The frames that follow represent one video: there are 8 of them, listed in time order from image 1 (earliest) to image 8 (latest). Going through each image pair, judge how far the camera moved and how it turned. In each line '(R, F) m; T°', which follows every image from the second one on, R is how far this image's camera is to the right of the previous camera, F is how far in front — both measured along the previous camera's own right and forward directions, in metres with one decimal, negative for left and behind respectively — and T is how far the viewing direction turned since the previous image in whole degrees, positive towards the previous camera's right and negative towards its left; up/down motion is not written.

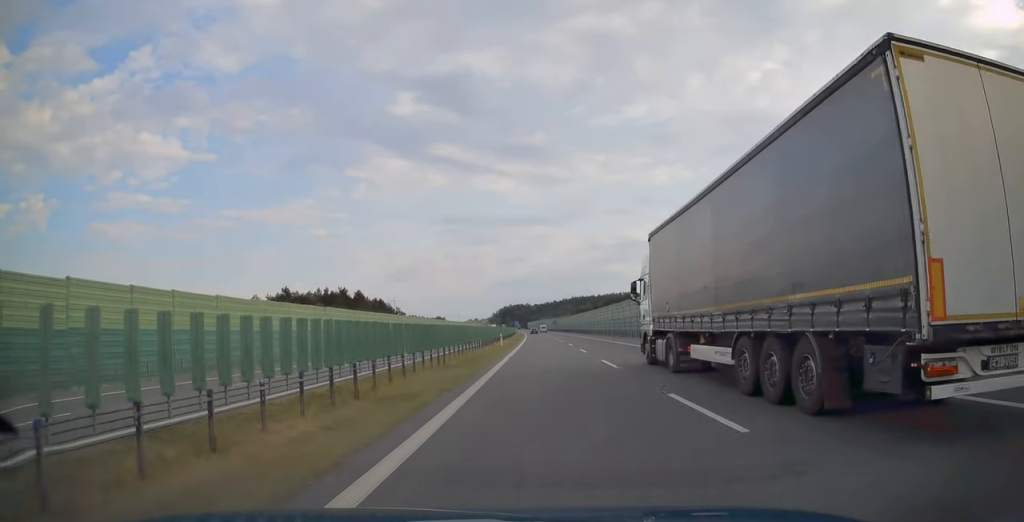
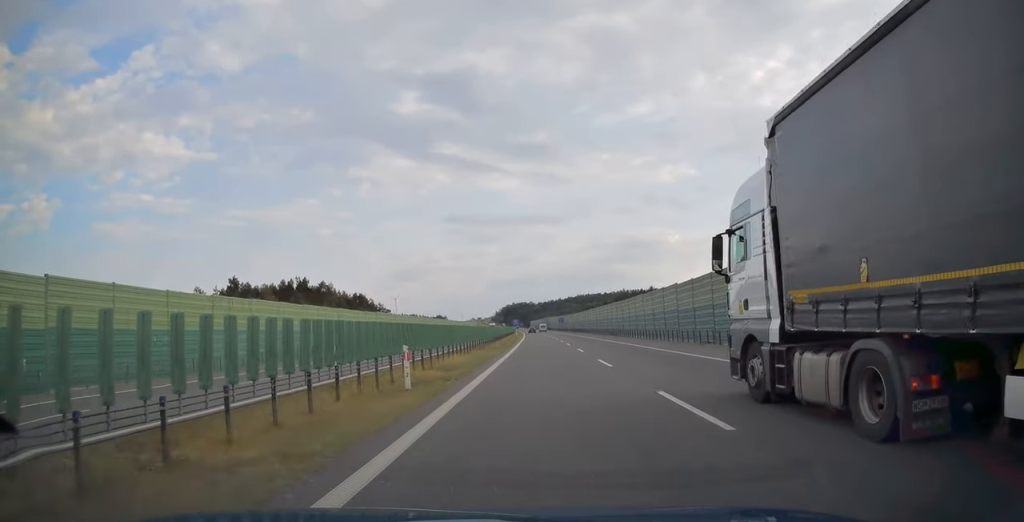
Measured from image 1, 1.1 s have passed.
(0.0, +35.4) m; 0°
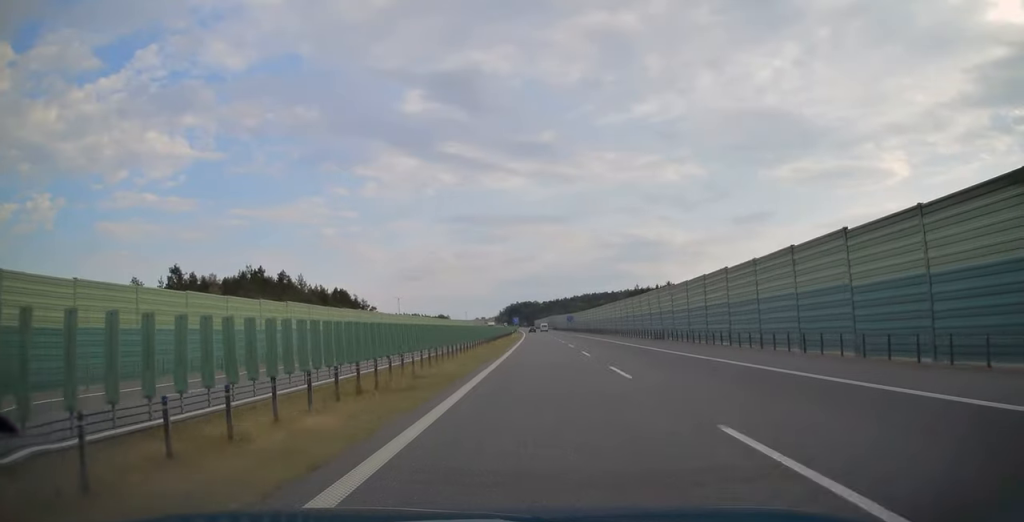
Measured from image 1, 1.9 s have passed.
(-0.1, +28.3) m; 0°
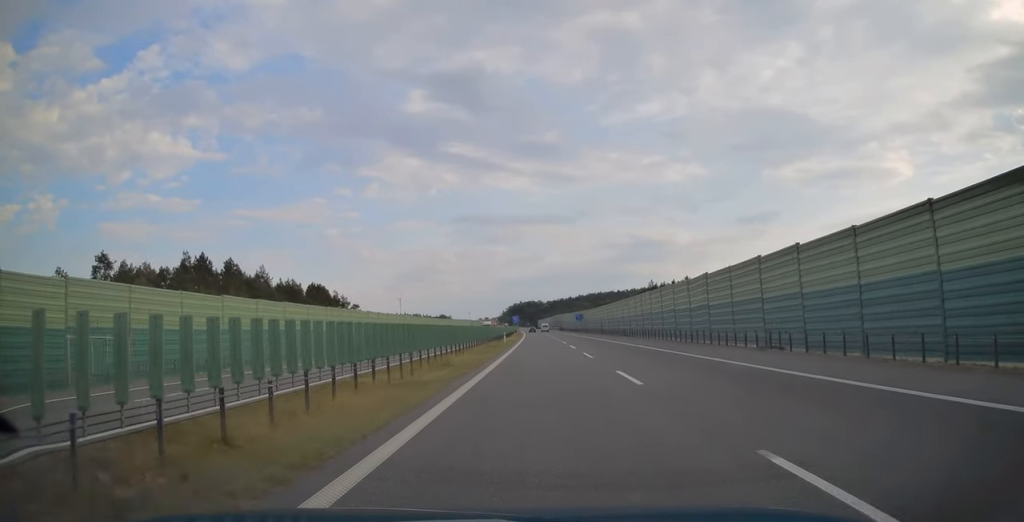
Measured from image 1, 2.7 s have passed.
(-0.1, +25.6) m; 0°
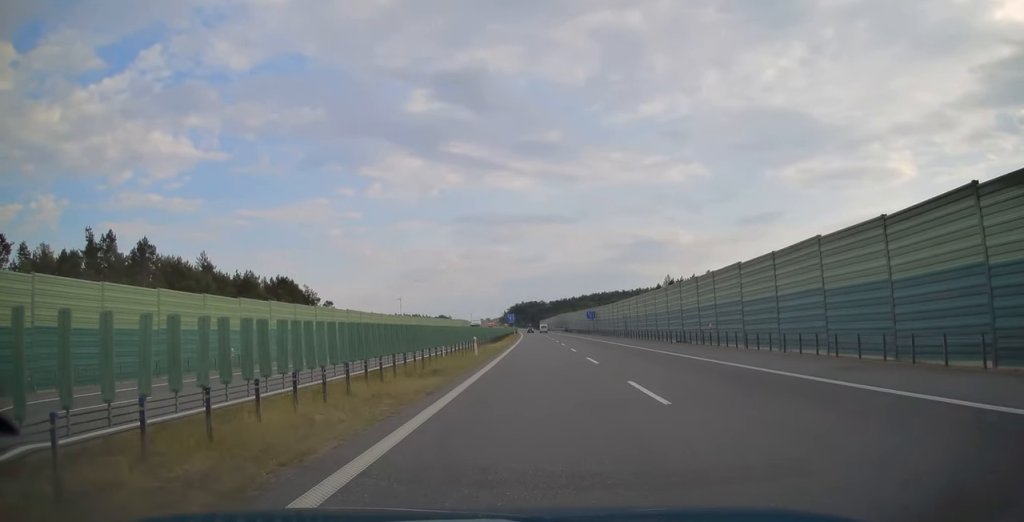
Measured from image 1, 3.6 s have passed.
(0.0, +27.3) m; 0°
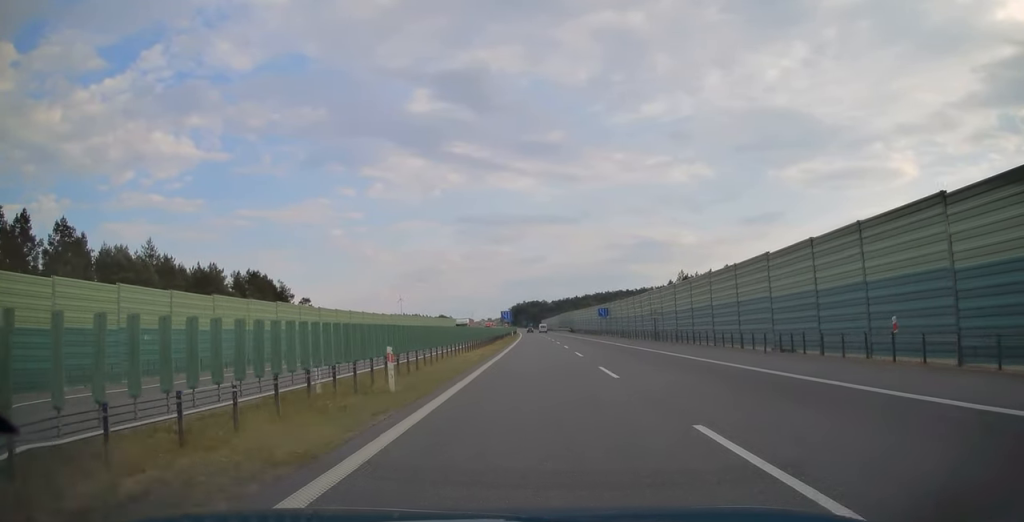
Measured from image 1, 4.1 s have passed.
(-0.1, +18.6) m; 0°
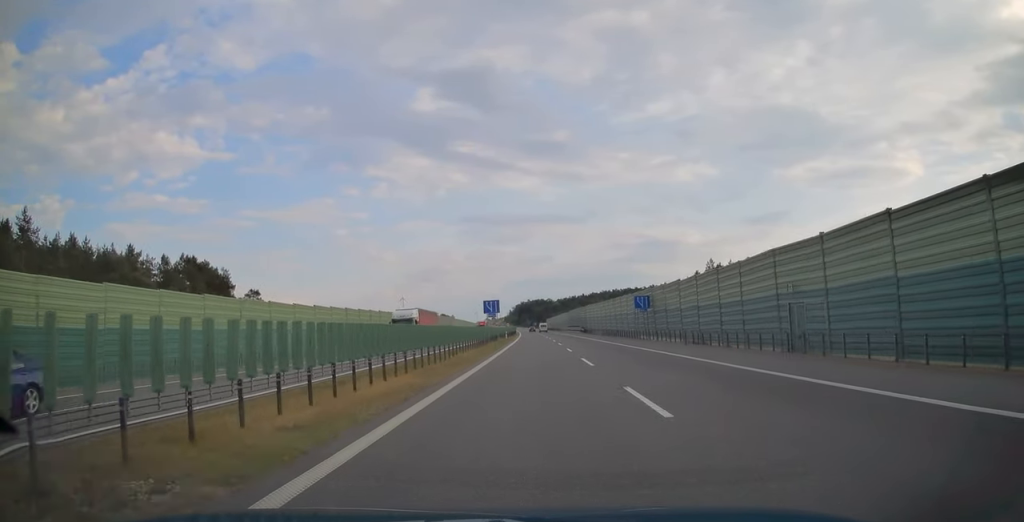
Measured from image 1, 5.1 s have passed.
(-0.1, +31.1) m; 0°
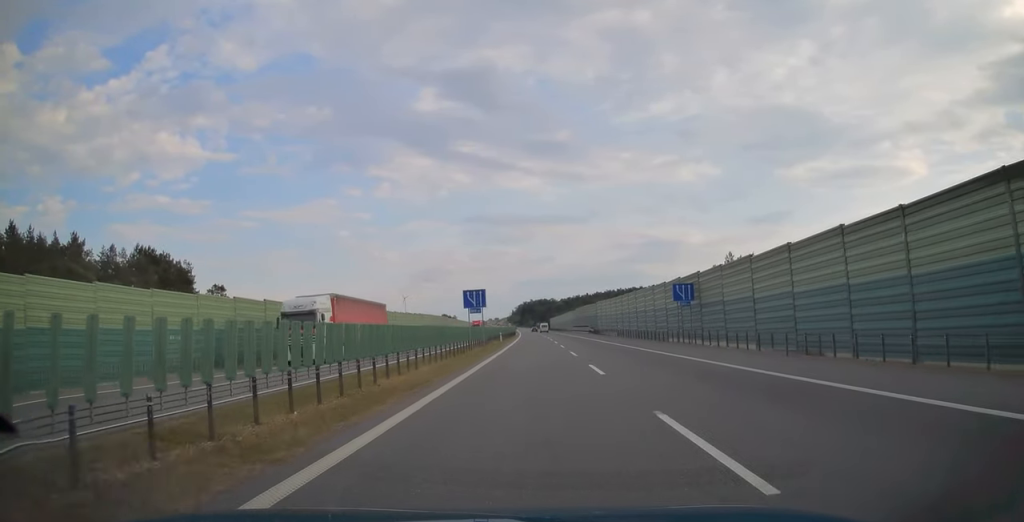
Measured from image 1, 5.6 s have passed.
(0.0, +15.8) m; 0°
